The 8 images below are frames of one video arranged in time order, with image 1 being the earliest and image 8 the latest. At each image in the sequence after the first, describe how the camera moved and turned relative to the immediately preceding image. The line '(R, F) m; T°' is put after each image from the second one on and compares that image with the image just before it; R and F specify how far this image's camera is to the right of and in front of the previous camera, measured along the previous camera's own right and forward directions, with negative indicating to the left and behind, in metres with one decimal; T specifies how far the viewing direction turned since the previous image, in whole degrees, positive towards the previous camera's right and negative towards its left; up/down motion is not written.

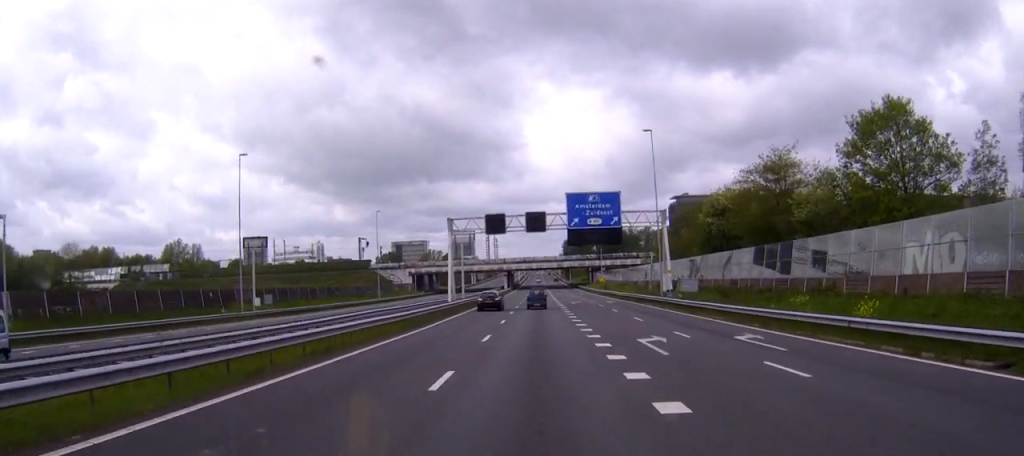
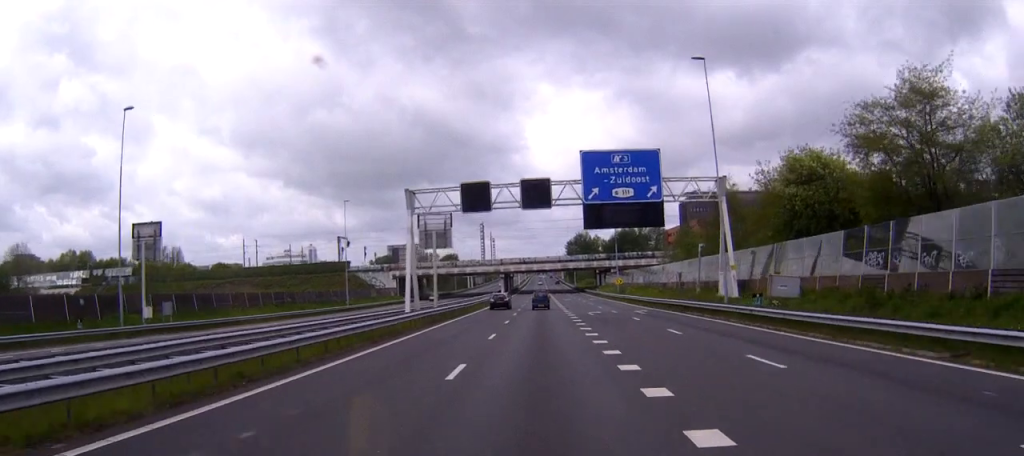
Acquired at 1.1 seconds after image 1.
(0.0, +21.6) m; 0°
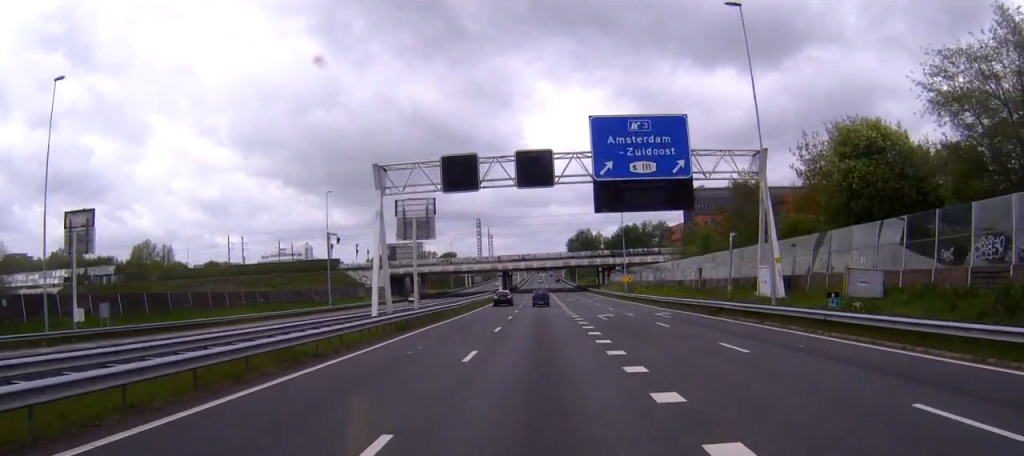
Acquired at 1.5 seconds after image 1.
(0.0, +8.7) m; 0°
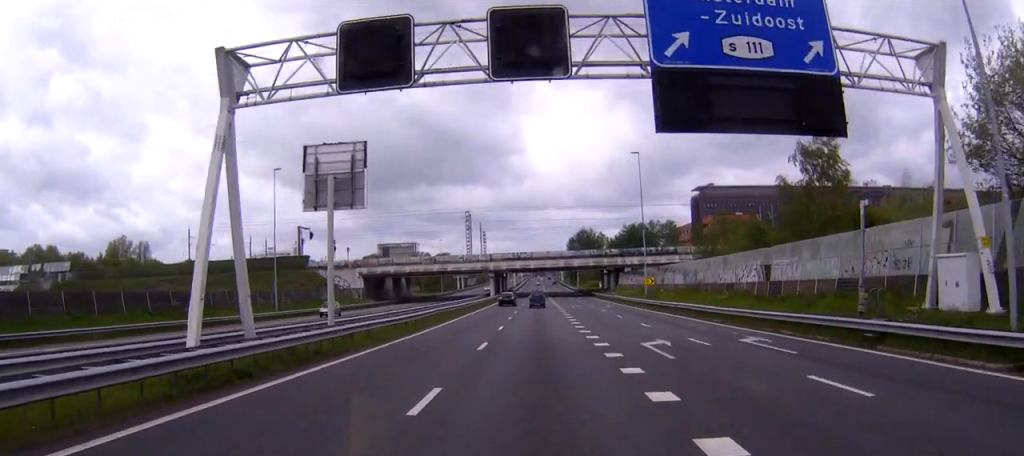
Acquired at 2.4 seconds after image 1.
(-0.1, +18.2) m; 0°
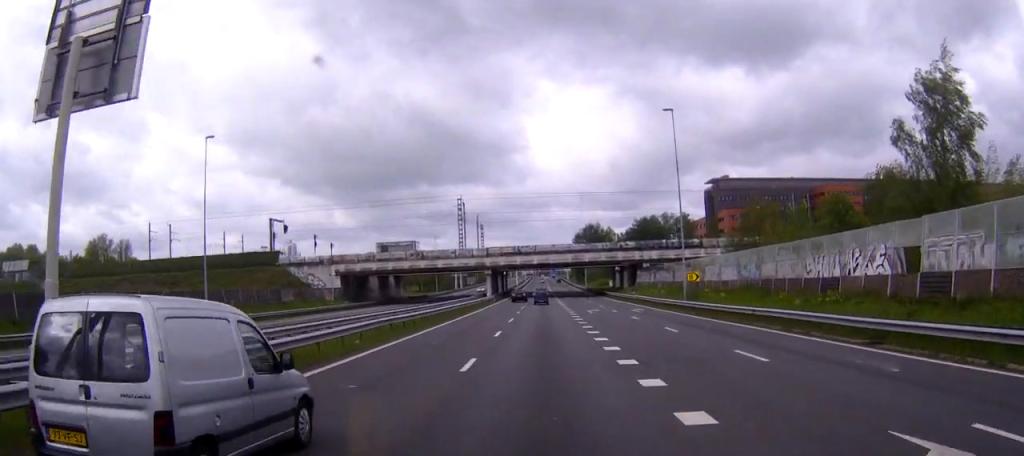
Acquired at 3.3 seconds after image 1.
(0.0, +17.0) m; 0°
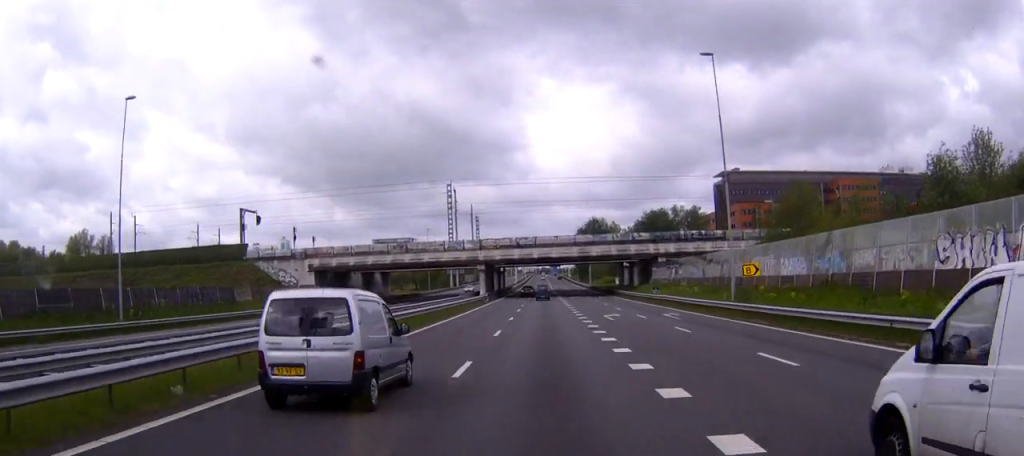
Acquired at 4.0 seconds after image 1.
(0.0, +12.6) m; 0°
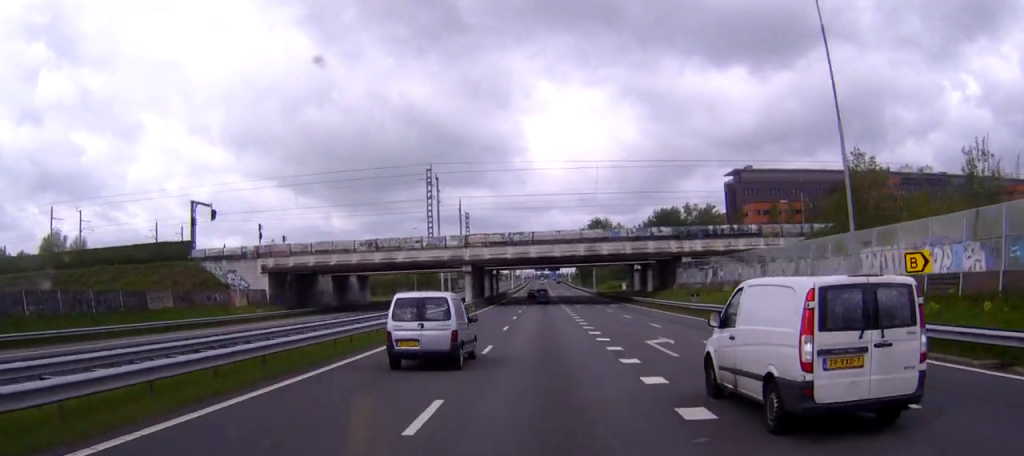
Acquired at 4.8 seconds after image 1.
(0.0, +14.9) m; 0°
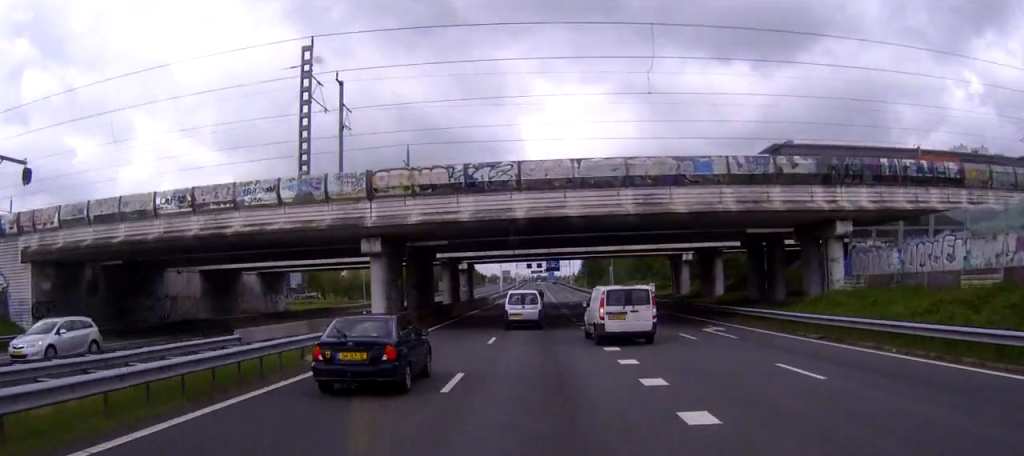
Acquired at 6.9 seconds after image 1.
(0.0, +36.3) m; 0°
